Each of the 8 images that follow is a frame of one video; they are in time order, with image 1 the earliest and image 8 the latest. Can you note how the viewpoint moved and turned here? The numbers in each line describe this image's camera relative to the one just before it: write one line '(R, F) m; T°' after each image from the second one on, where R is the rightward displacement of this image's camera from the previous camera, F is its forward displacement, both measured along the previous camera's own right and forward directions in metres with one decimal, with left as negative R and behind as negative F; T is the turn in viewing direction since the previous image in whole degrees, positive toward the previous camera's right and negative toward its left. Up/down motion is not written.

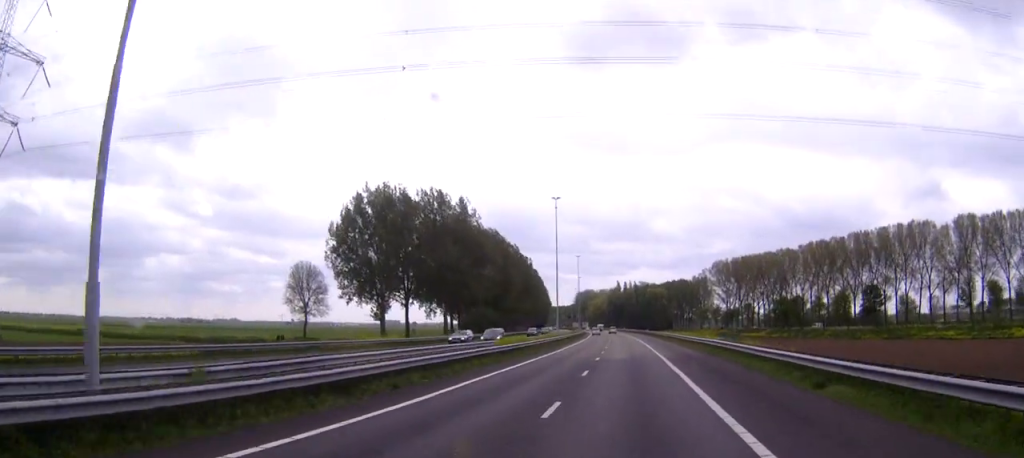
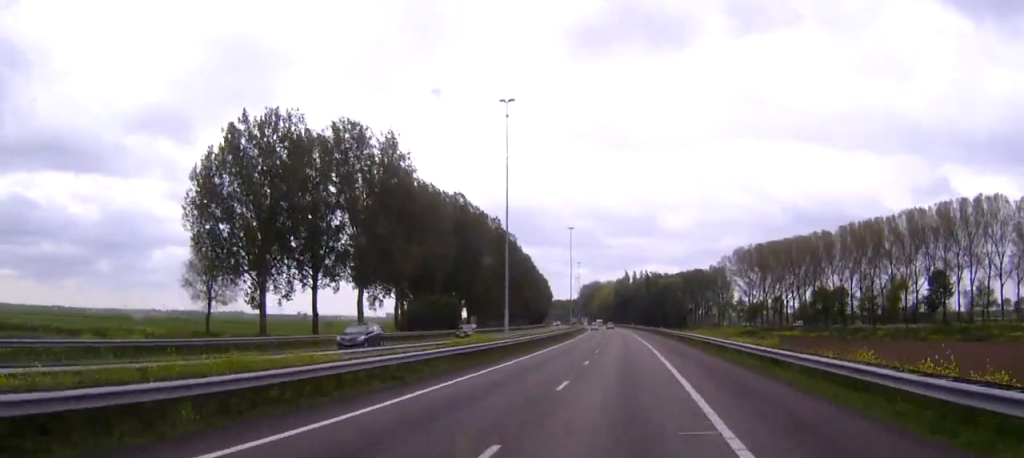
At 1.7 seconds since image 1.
(-0.2, +41.8) m; -1°
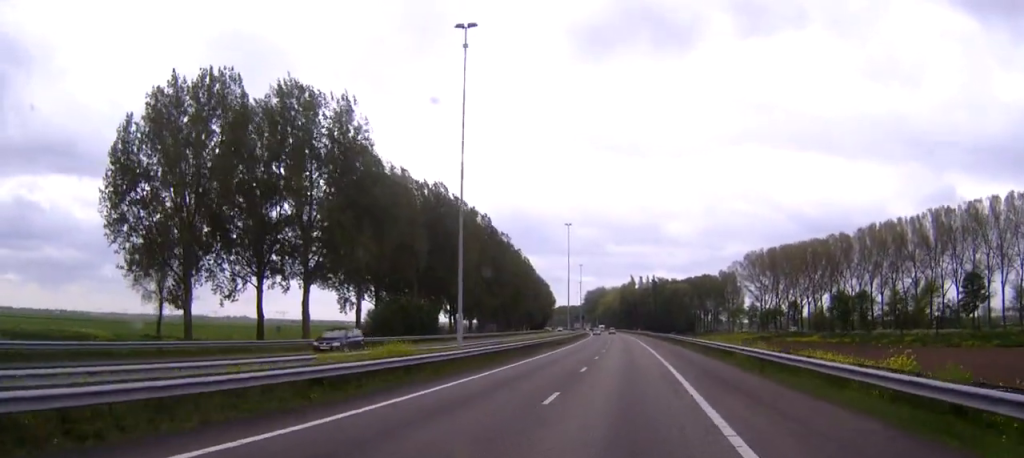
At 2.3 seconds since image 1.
(-0.1, +15.5) m; 0°
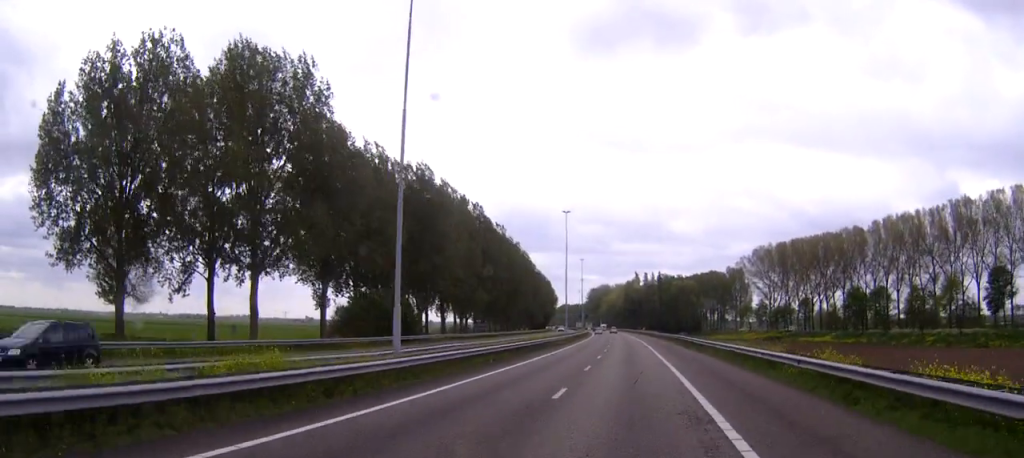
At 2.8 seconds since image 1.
(0.0, +10.5) m; 0°
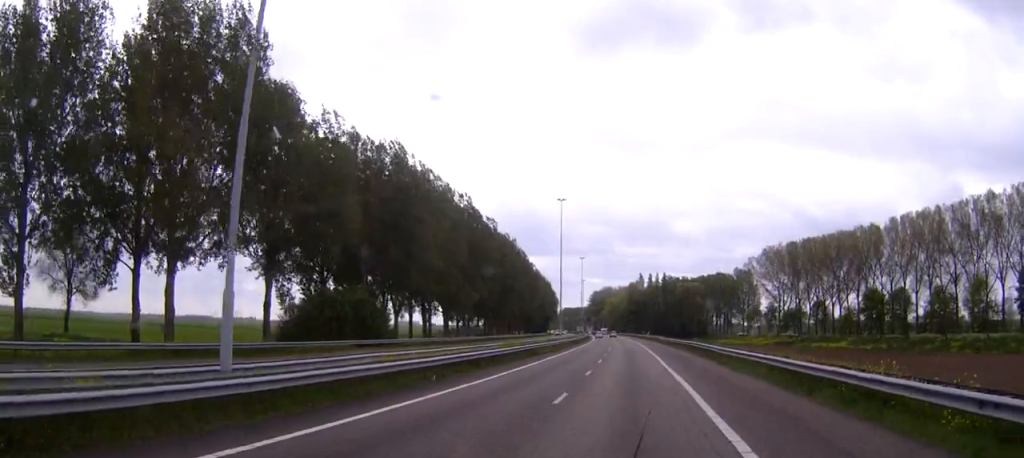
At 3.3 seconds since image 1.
(0.0, +12.2) m; 0°
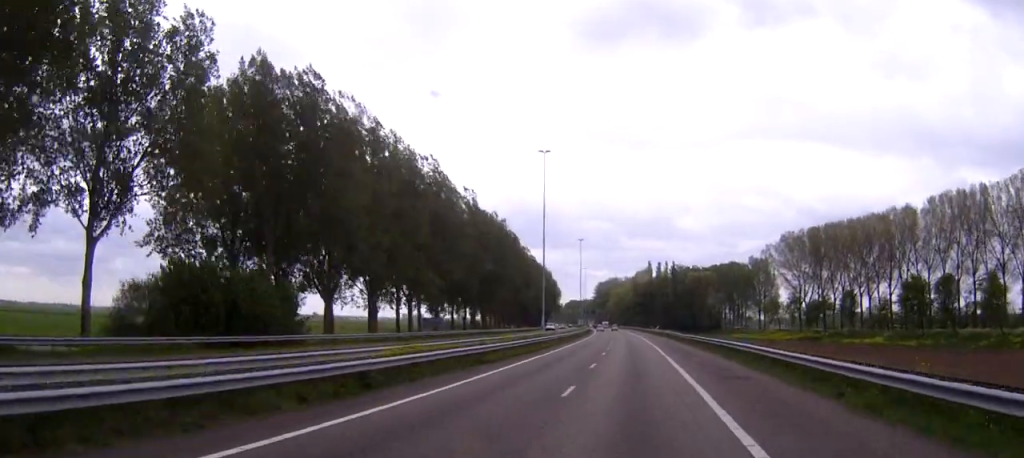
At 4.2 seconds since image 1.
(0.0, +23.4) m; -1°
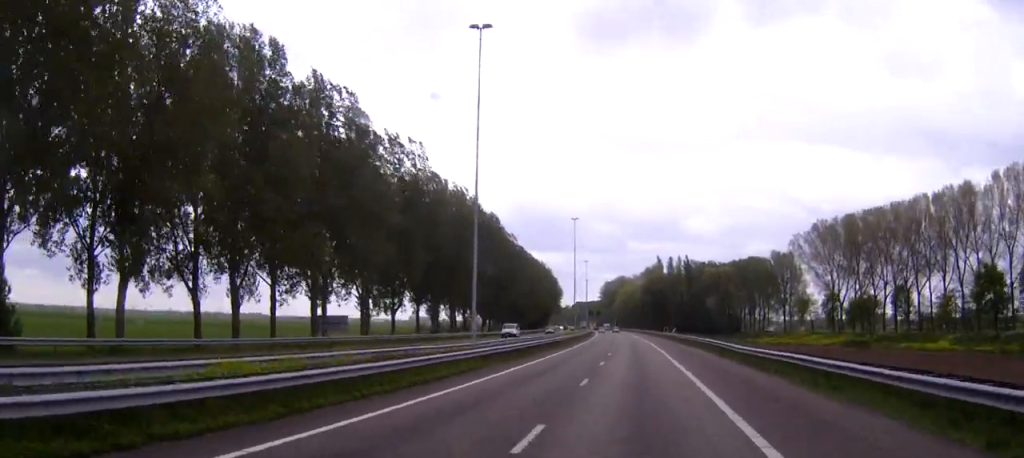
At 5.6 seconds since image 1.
(-0.4, +32.2) m; -1°
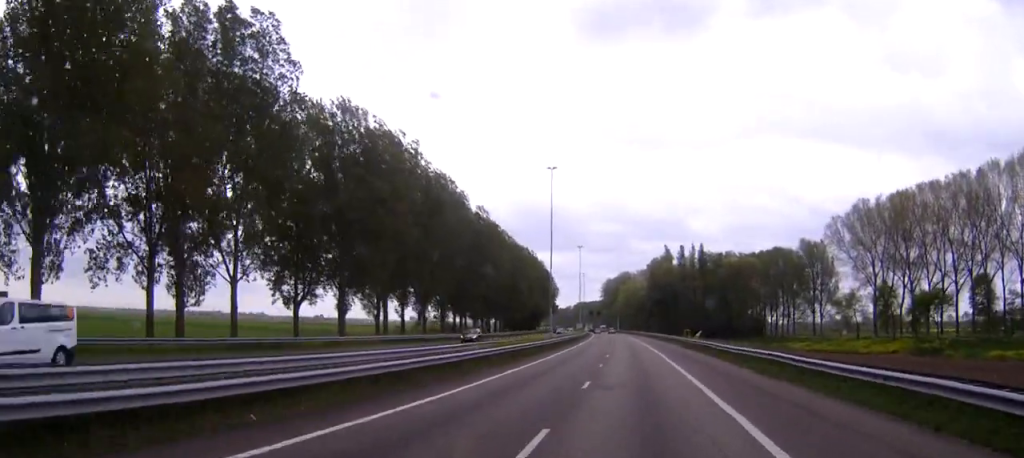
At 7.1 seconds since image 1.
(-0.2, +36.4) m; -1°
